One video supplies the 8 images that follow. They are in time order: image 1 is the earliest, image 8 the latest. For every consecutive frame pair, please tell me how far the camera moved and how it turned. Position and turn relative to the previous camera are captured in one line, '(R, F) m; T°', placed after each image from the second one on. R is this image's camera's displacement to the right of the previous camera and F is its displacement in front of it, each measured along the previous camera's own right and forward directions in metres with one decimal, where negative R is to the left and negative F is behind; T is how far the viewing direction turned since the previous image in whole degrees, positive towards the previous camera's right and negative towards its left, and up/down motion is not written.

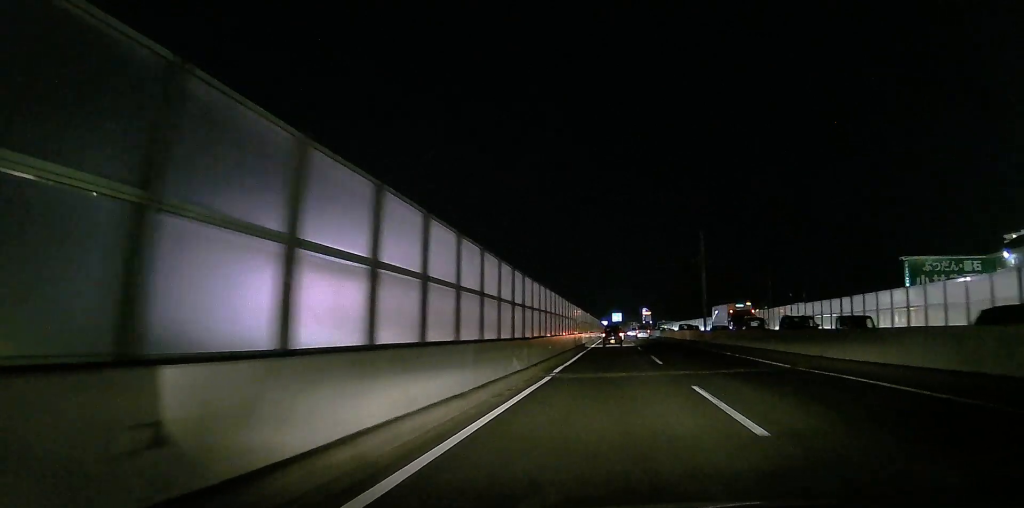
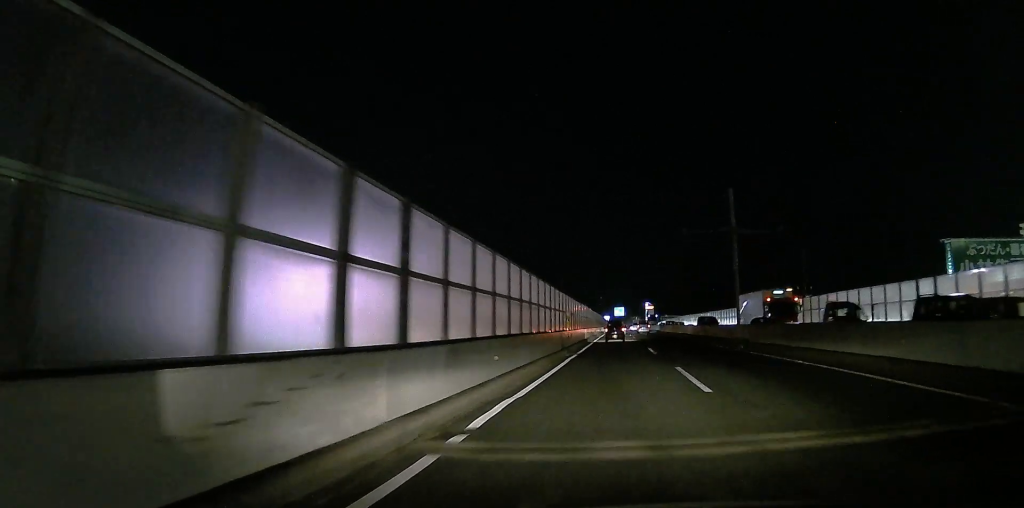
(+0.1, +10.6) m; 0°
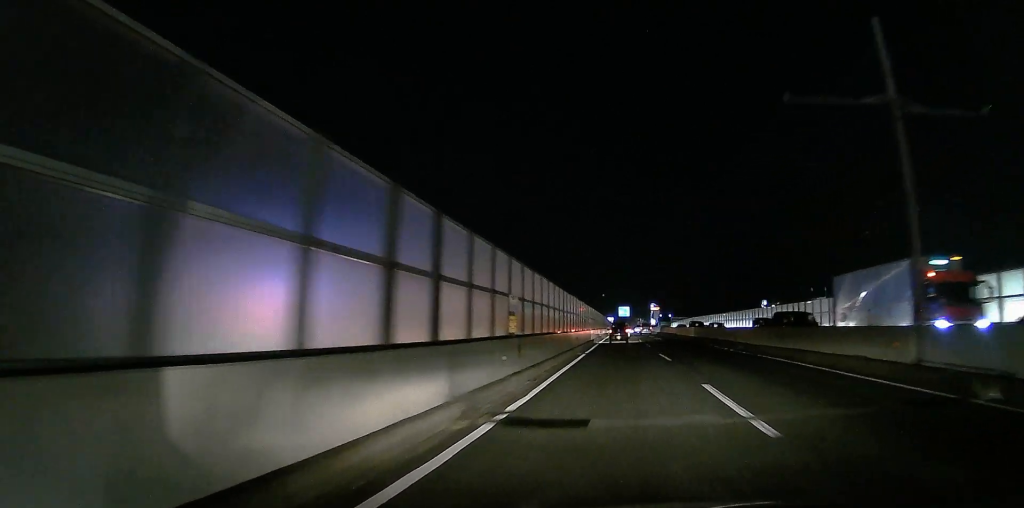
(-0.1, +19.1) m; 0°
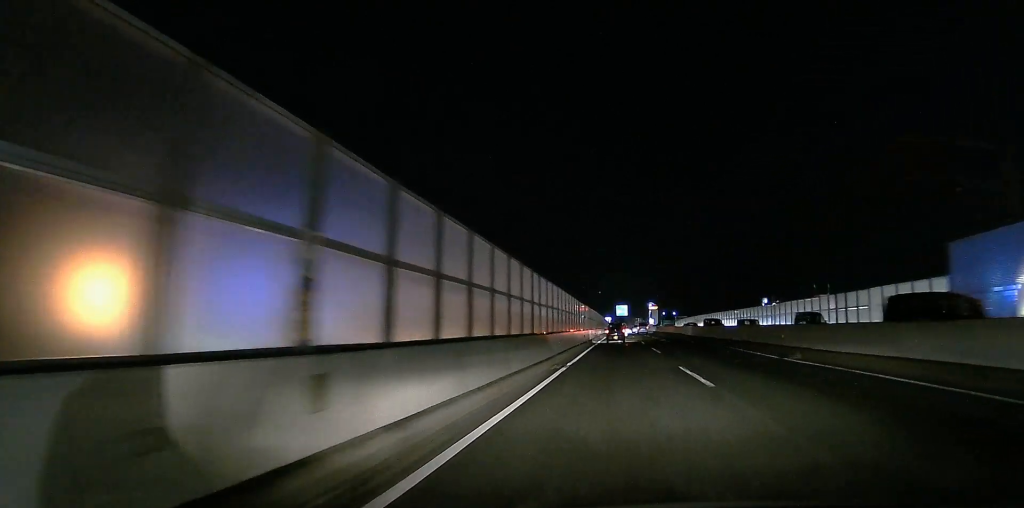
(0.0, +9.9) m; 0°
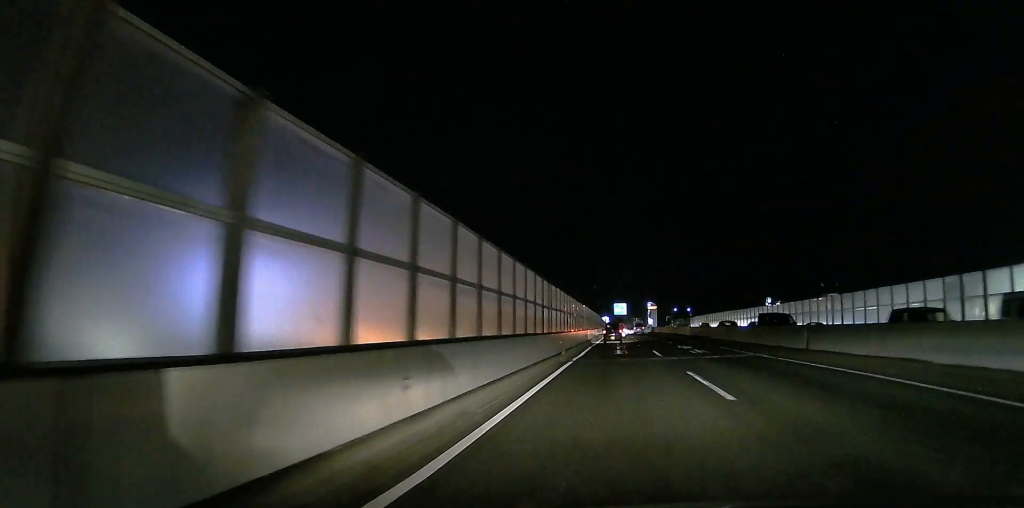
(+0.1, +17.2) m; 0°
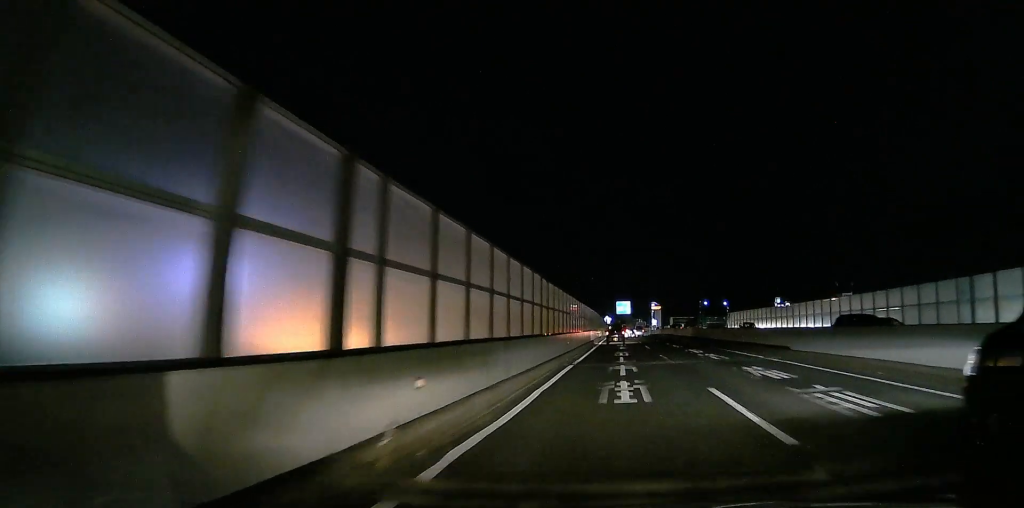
(0.0, +18.8) m; -1°
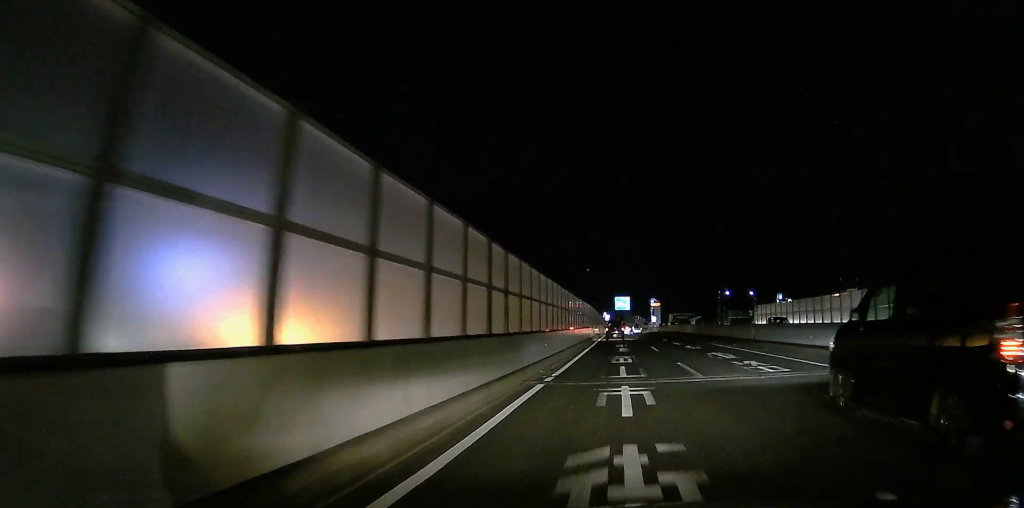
(-0.1, +8.6) m; 0°
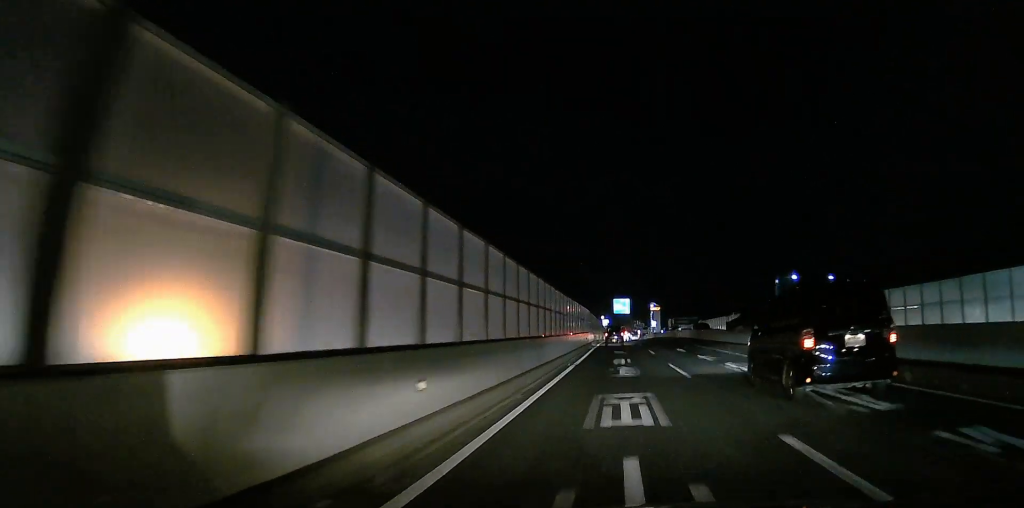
(0.0, +12.5) m; +1°
